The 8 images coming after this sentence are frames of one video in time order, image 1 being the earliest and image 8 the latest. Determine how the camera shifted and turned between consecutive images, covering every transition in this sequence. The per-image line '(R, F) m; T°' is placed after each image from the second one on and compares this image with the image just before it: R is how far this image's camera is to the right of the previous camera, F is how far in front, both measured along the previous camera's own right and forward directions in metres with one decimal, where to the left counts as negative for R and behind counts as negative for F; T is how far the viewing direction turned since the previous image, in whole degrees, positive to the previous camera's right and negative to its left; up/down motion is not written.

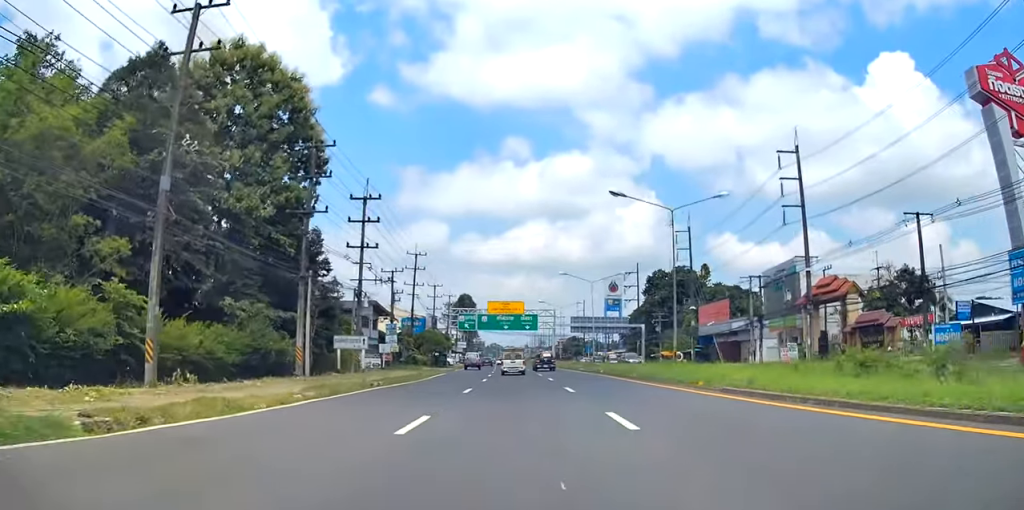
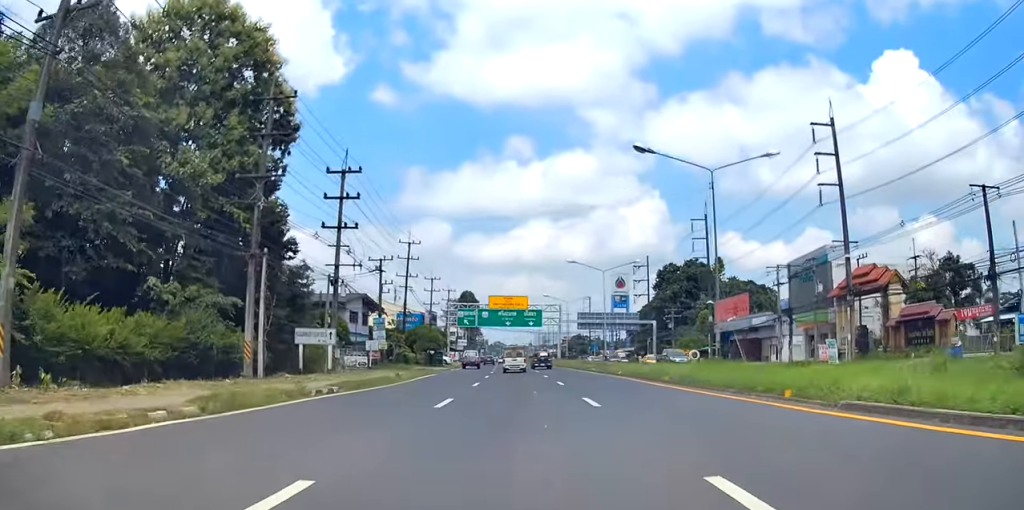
(0.0, +7.3) m; 0°
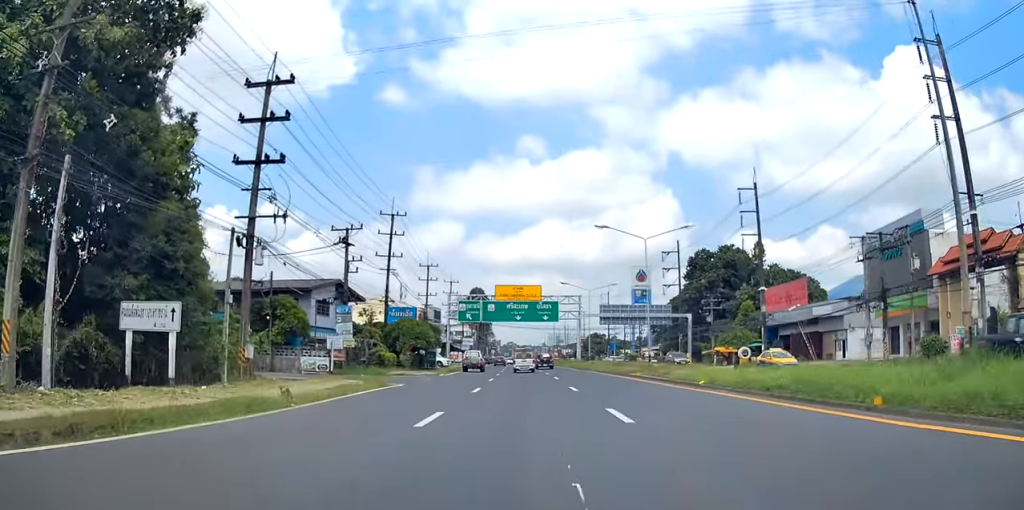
(+0.1, +15.6) m; 0°
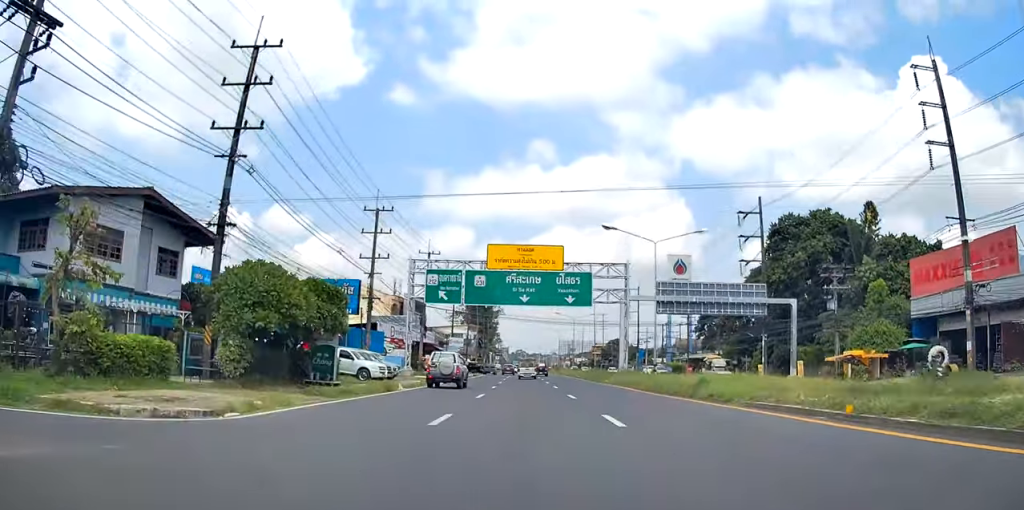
(-0.8, +34.5) m; -2°
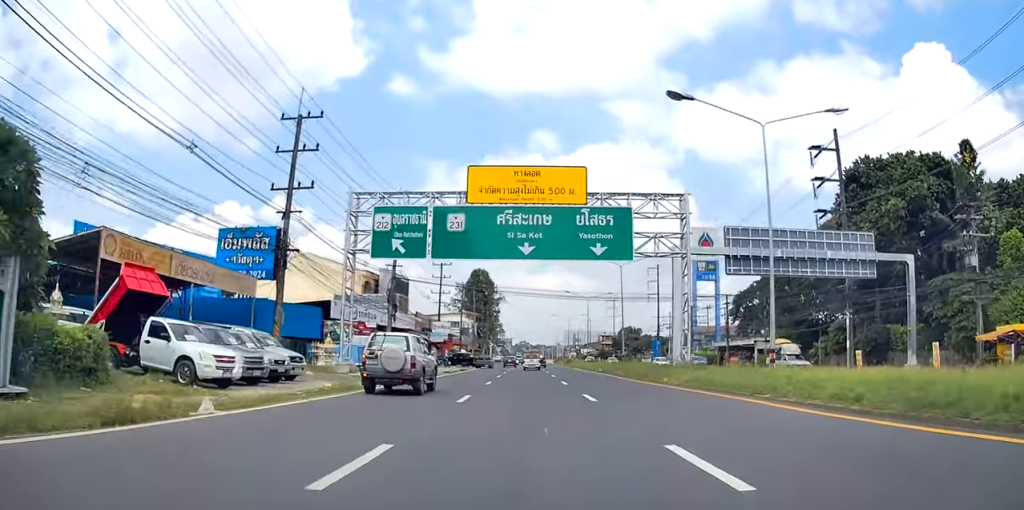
(+0.2, +19.3) m; +1°
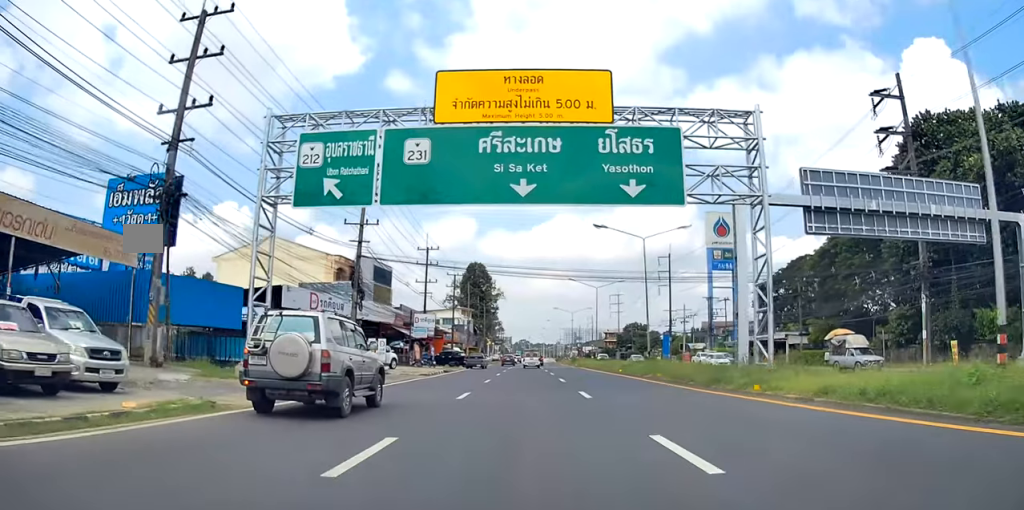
(-0.1, +11.0) m; 0°
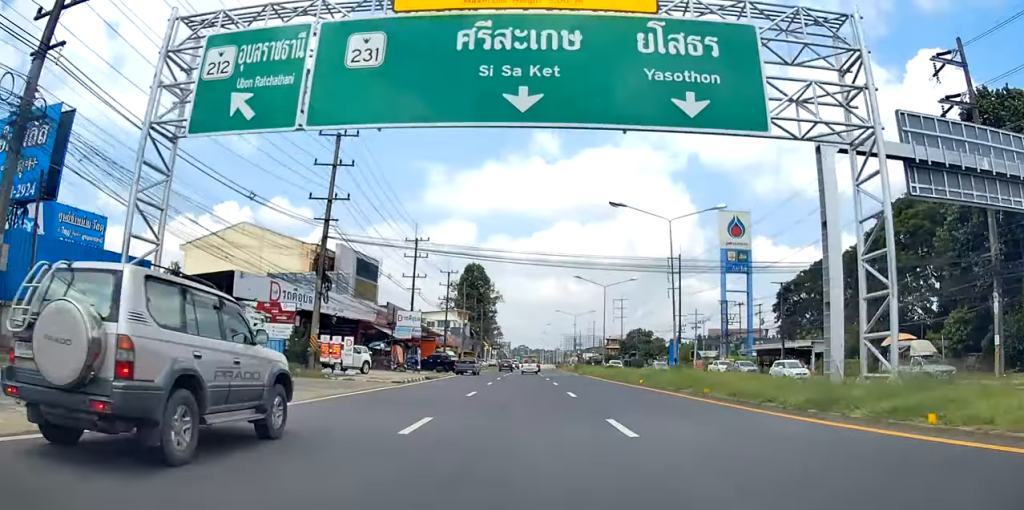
(-0.1, +7.8) m; 0°
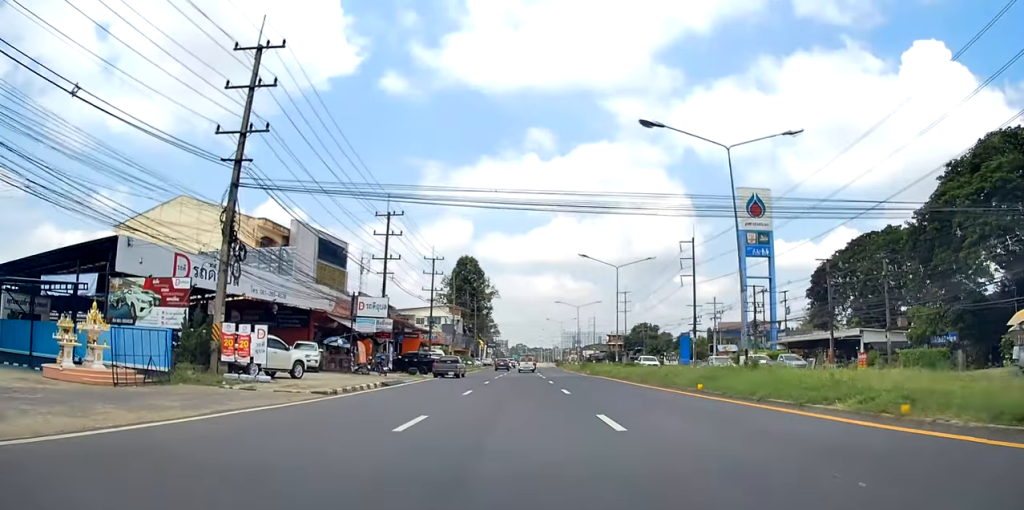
(0.0, +11.8) m; 0°
